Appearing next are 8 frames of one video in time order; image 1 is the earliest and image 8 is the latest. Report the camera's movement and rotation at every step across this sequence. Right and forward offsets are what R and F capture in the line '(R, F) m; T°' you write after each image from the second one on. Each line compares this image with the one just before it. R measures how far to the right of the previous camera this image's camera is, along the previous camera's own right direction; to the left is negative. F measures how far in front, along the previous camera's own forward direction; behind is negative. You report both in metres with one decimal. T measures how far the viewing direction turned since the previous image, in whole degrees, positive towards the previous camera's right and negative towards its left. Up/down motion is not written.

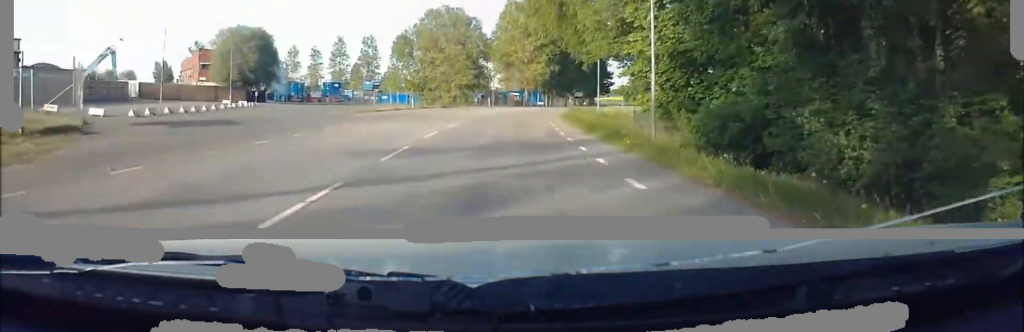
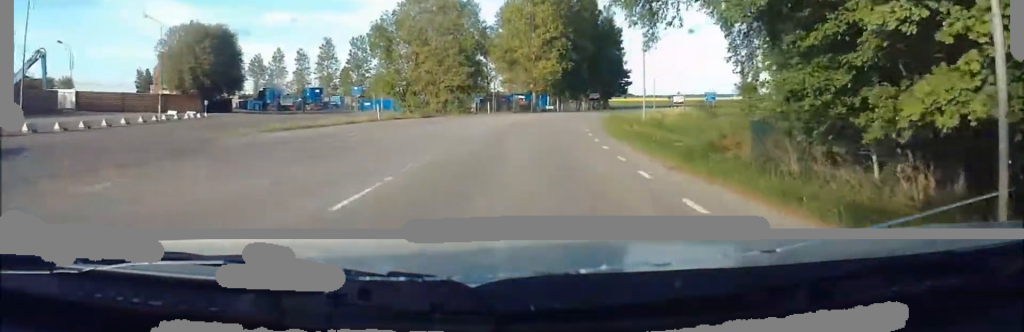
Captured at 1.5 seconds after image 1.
(+0.2, +16.7) m; +3°
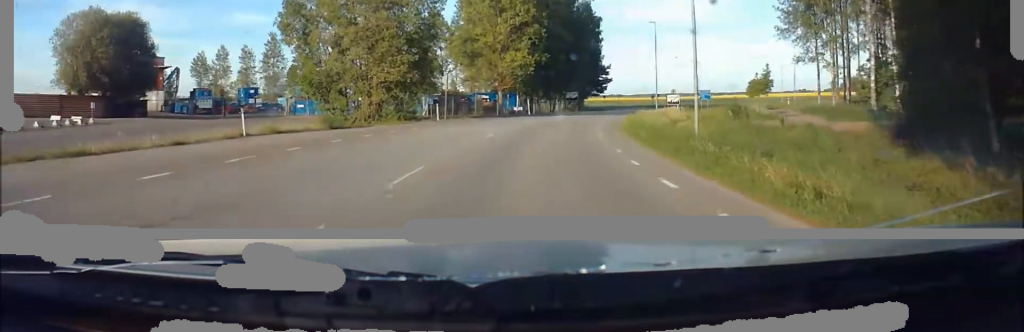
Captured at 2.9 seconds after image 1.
(+0.3, +16.1) m; +3°
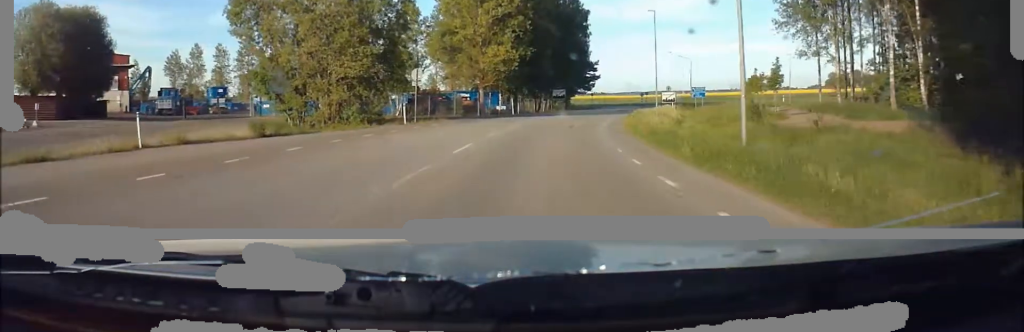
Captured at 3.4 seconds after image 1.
(-0.2, +6.1) m; +3°
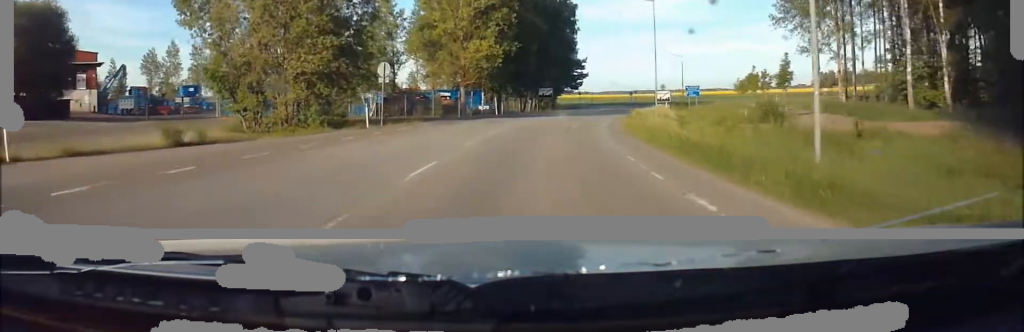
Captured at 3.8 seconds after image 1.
(+0.3, +4.9) m; +1°
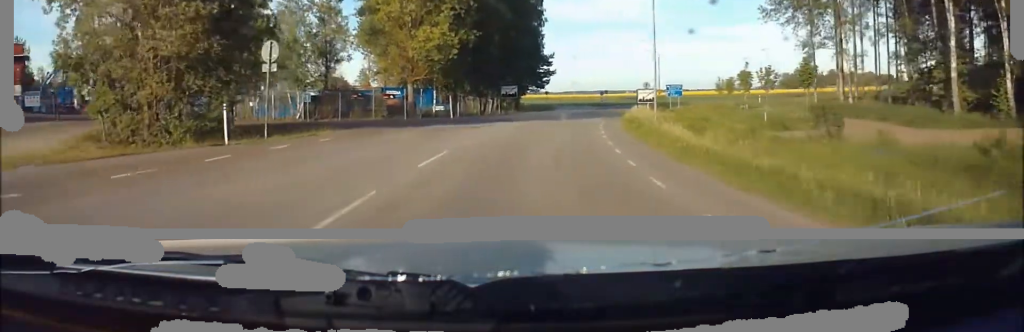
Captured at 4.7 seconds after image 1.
(+0.5, +10.3) m; +3°
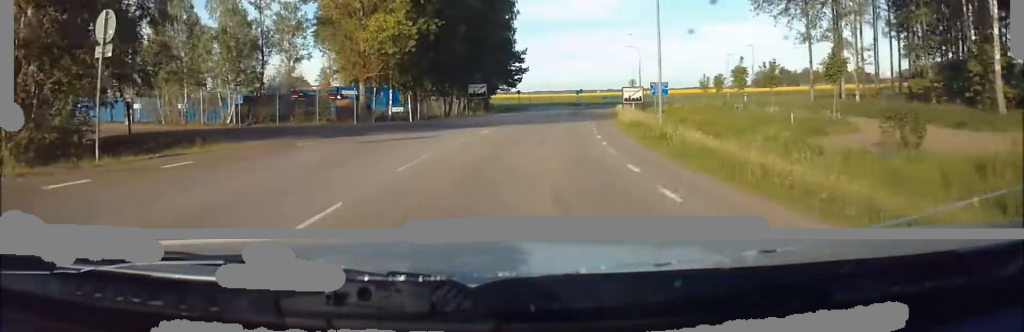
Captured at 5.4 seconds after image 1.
(-0.4, +7.2) m; +4°
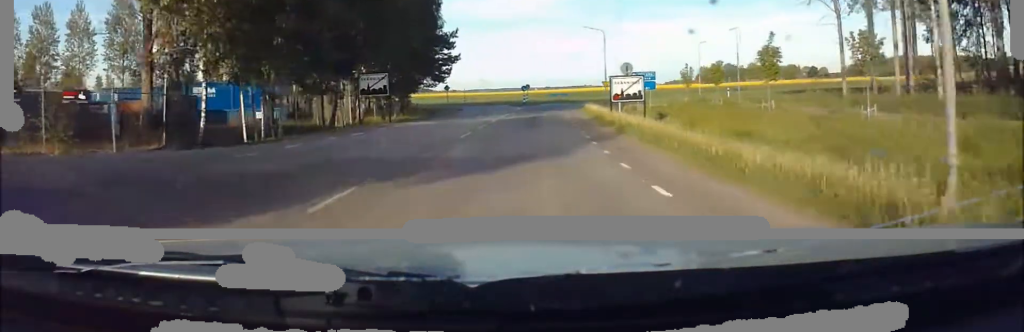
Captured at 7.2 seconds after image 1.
(+2.0, +20.9) m; +4°
